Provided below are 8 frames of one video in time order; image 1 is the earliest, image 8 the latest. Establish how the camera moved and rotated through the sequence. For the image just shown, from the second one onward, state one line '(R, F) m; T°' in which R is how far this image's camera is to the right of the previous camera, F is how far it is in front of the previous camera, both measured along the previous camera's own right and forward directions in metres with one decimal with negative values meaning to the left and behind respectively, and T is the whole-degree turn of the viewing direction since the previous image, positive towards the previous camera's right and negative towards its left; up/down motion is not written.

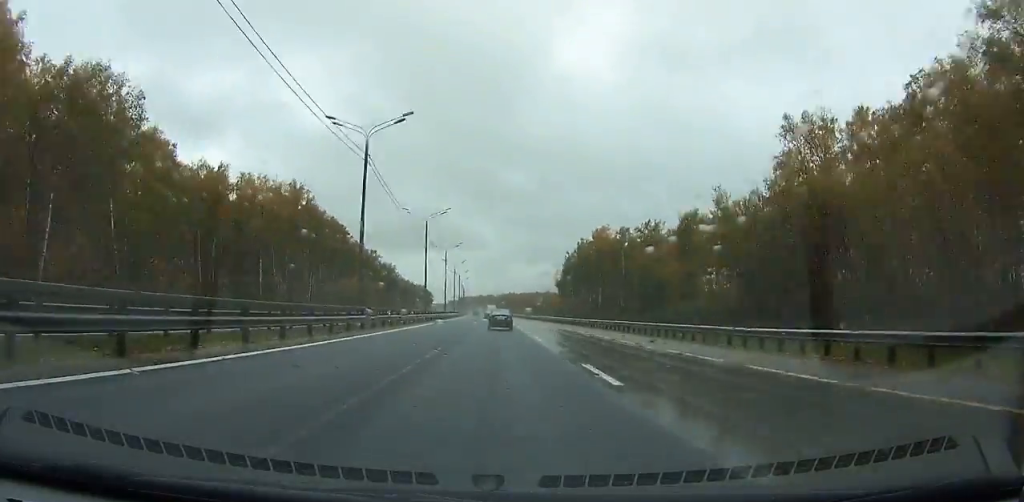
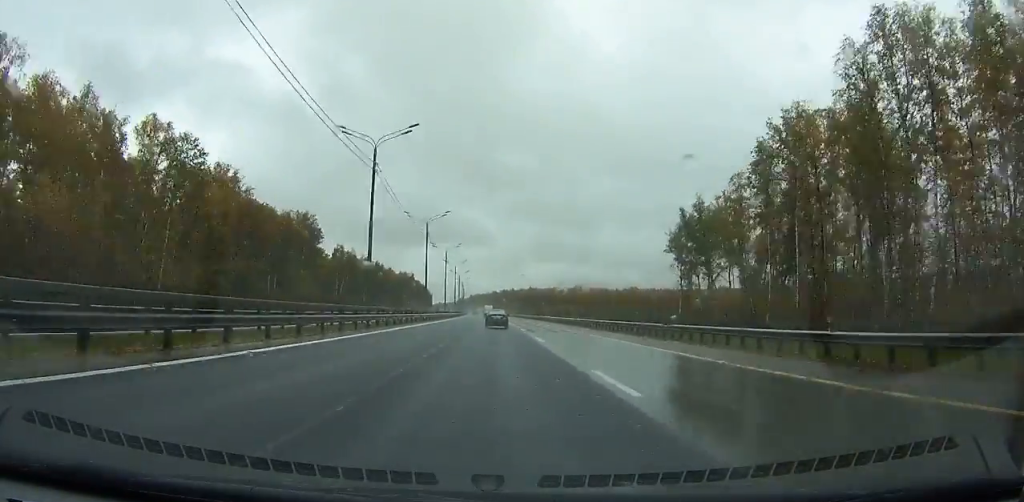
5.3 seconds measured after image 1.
(-2.1, +144.5) m; -2°
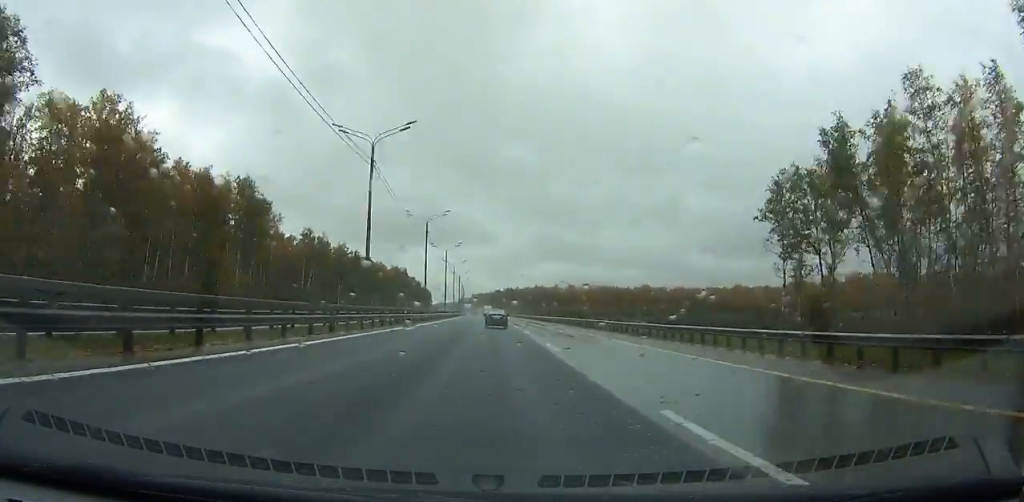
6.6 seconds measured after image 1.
(-0.1, +36.2) m; 0°
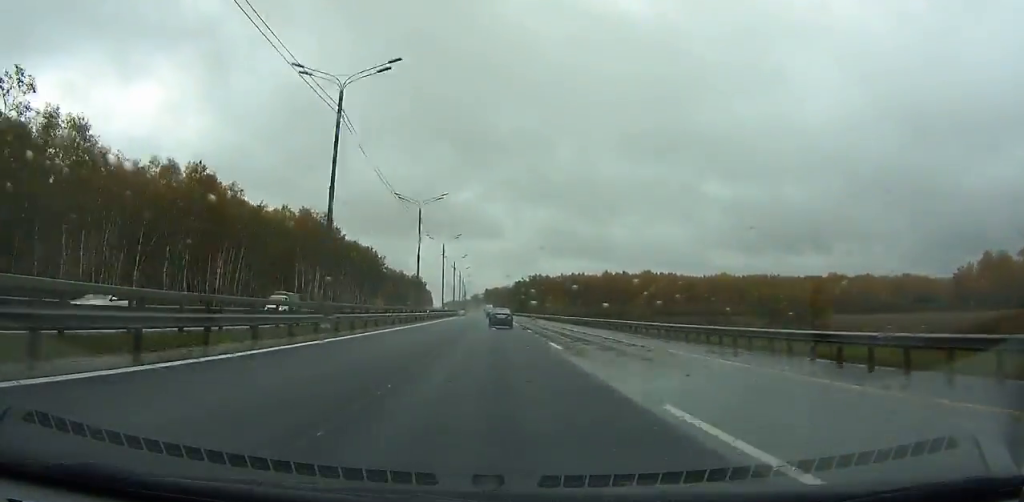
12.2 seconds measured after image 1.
(-1.5, +158.2) m; -1°
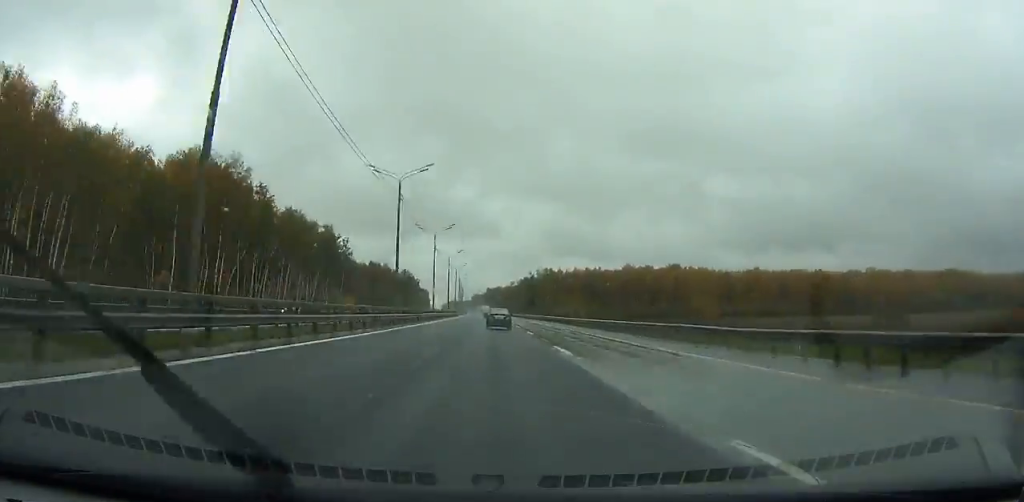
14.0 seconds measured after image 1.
(-0.1, +50.9) m; 0°
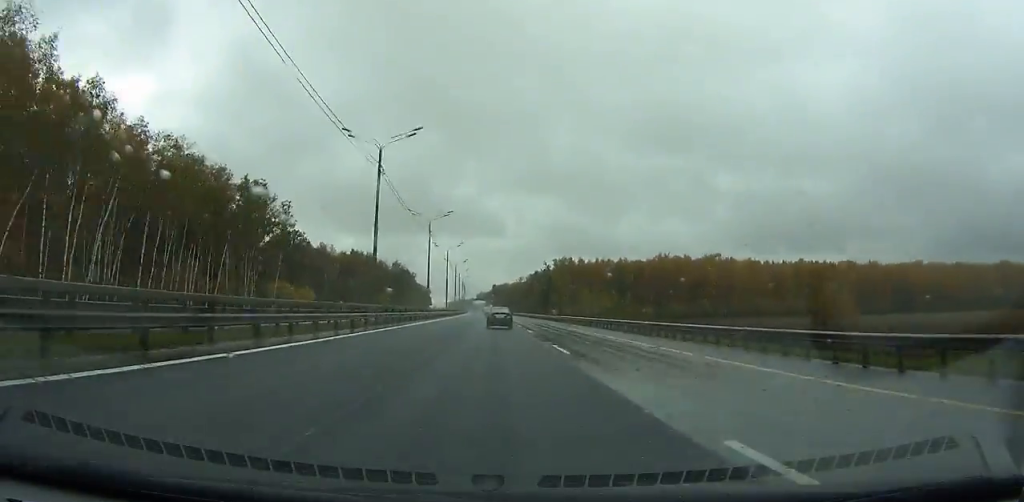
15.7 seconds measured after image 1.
(0.0, +47.8) m; 0°
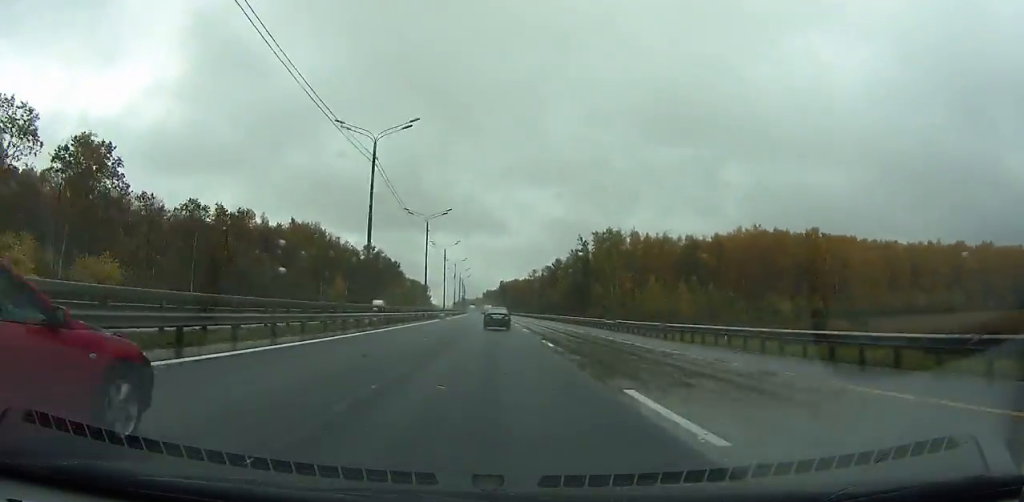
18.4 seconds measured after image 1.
(-0.5, +74.9) m; -1°
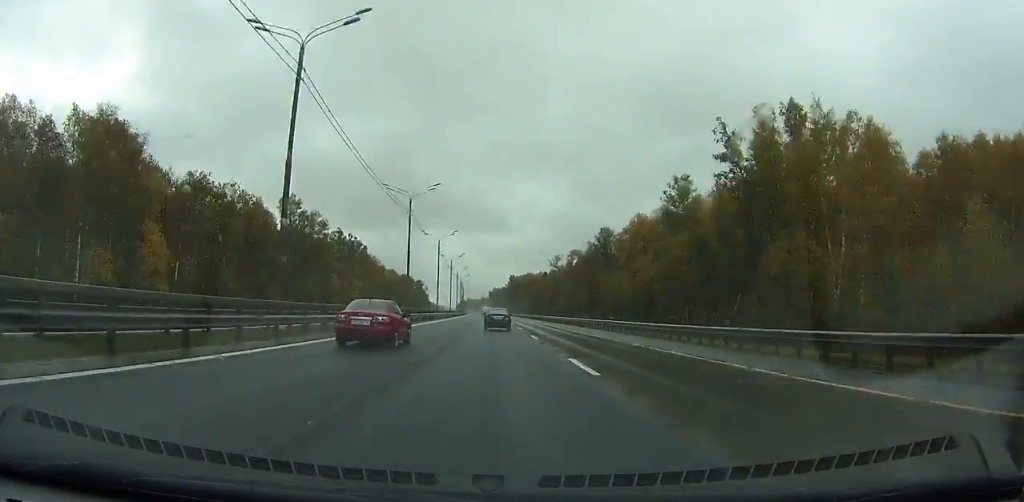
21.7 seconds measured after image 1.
(-0.6, +89.7) m; -1°
